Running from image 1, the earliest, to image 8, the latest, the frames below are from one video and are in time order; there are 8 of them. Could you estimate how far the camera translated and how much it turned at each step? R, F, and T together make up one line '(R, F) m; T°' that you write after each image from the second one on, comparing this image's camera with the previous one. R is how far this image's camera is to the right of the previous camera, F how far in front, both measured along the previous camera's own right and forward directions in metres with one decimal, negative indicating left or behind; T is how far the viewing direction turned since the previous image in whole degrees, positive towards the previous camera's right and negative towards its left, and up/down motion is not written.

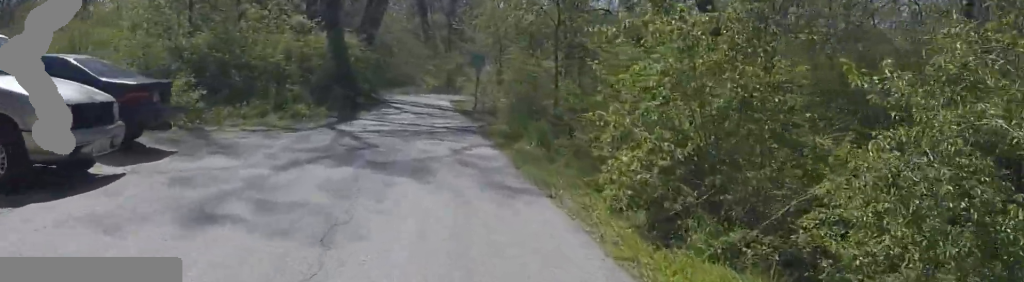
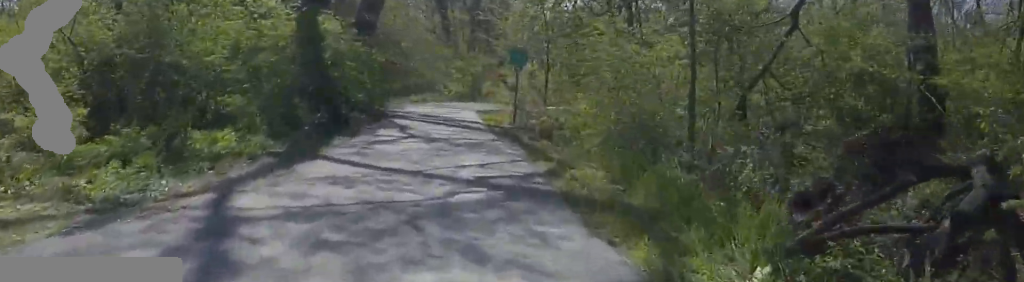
(0.0, +8.7) m; 0°
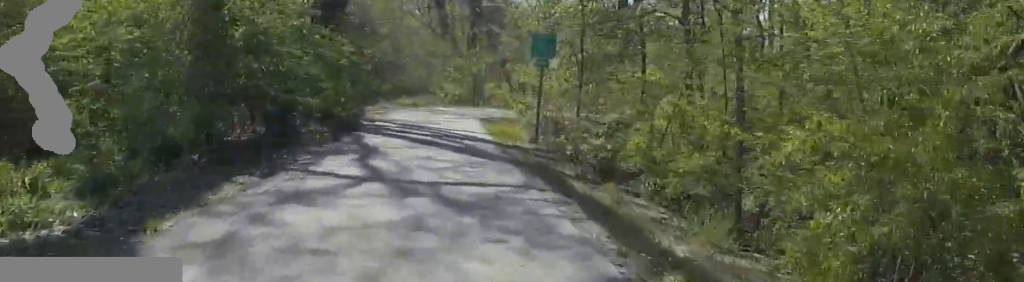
(0.0, +6.3) m; 0°
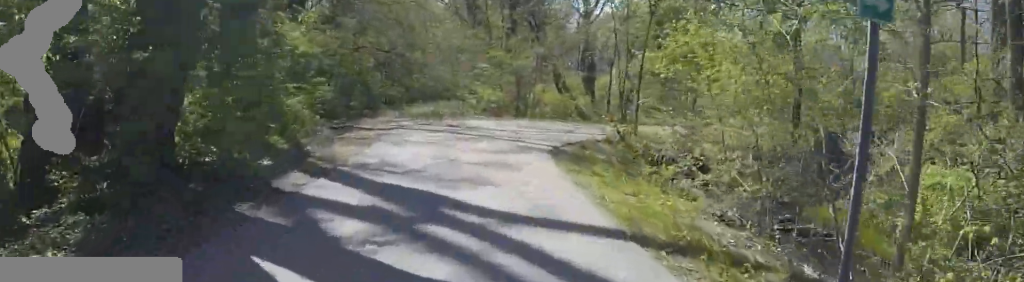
(0.0, +10.8) m; 0°
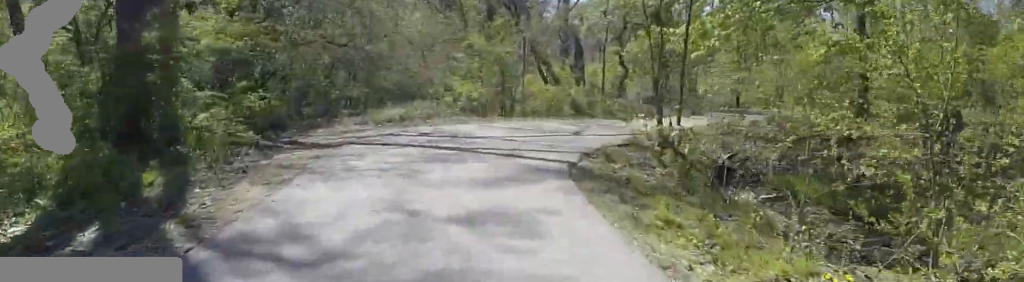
(0.0, +3.9) m; 0°
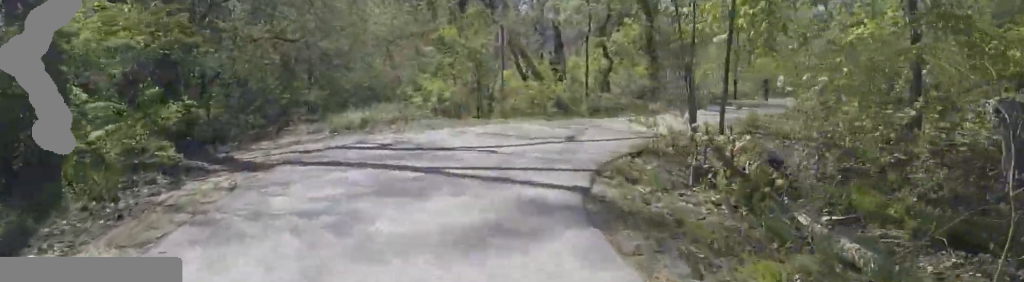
(0.0, +2.4) m; 0°
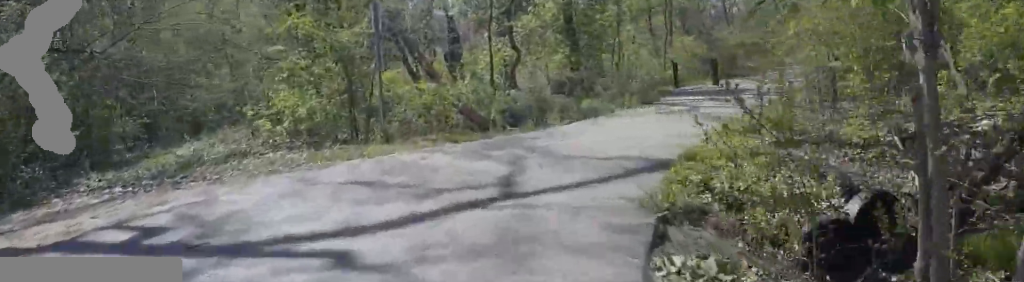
(0.0, +5.1) m; +5°
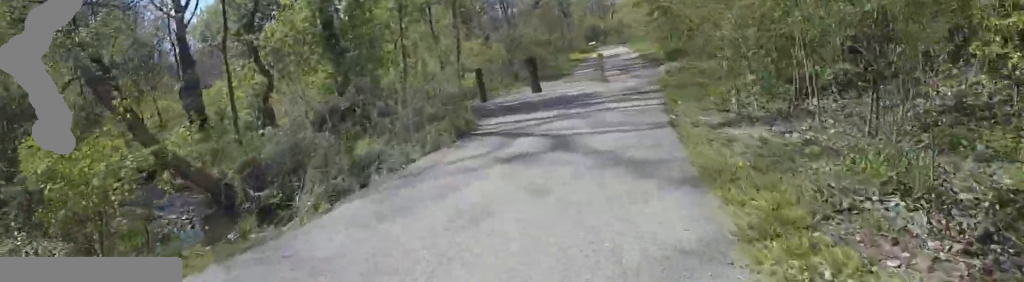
(+0.5, +5.1) m; +23°
